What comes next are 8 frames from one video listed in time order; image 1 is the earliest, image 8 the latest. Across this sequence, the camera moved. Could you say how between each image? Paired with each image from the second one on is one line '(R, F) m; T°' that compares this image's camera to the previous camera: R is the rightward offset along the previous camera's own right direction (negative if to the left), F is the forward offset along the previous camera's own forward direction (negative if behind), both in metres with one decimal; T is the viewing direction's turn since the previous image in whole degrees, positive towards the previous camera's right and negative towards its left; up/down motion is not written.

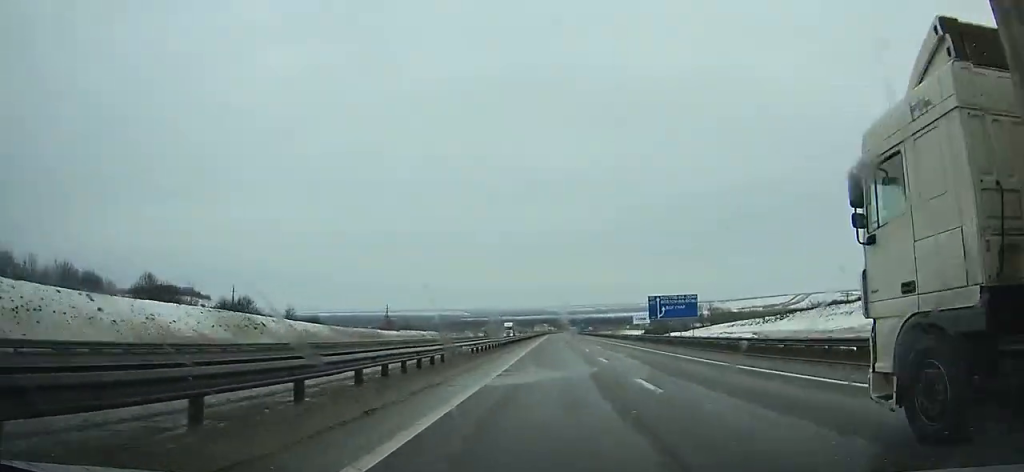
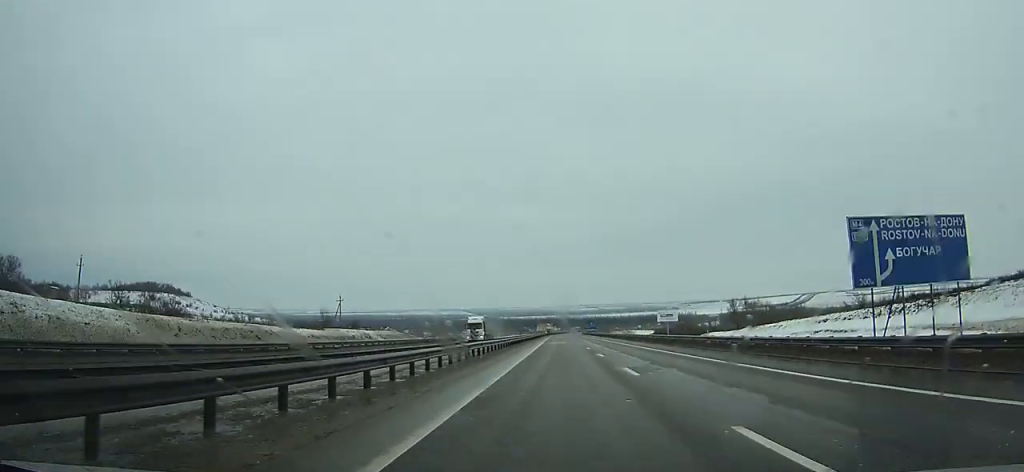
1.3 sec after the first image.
(-0.1, +42.3) m; 0°
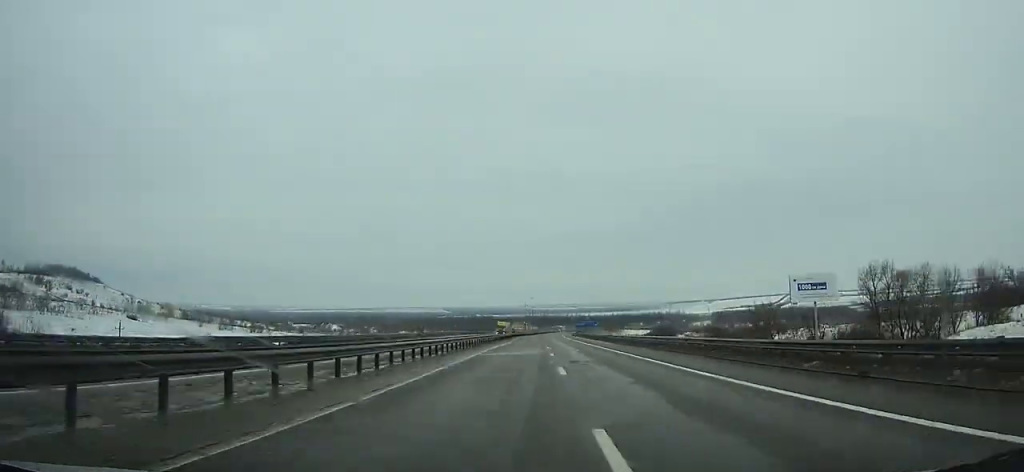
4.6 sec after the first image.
(+1.0, +106.4) m; +1°
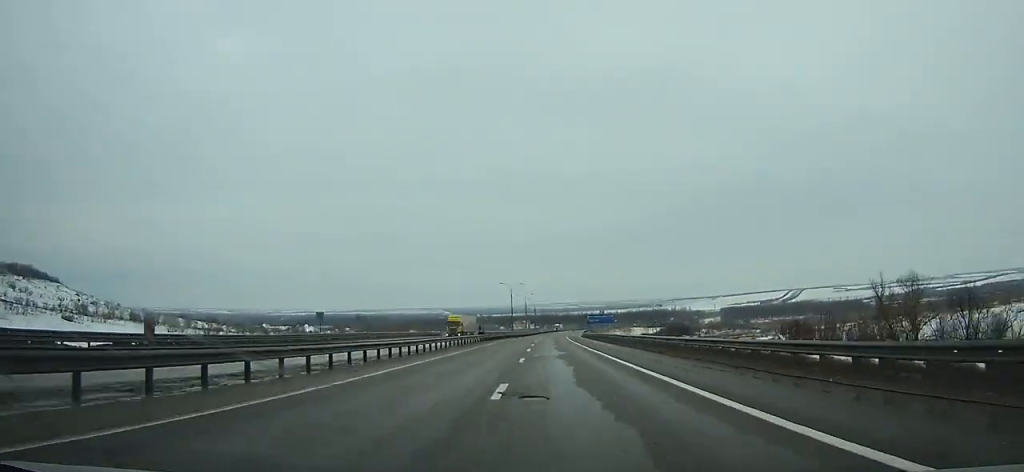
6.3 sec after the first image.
(+0.1, +53.8) m; 0°
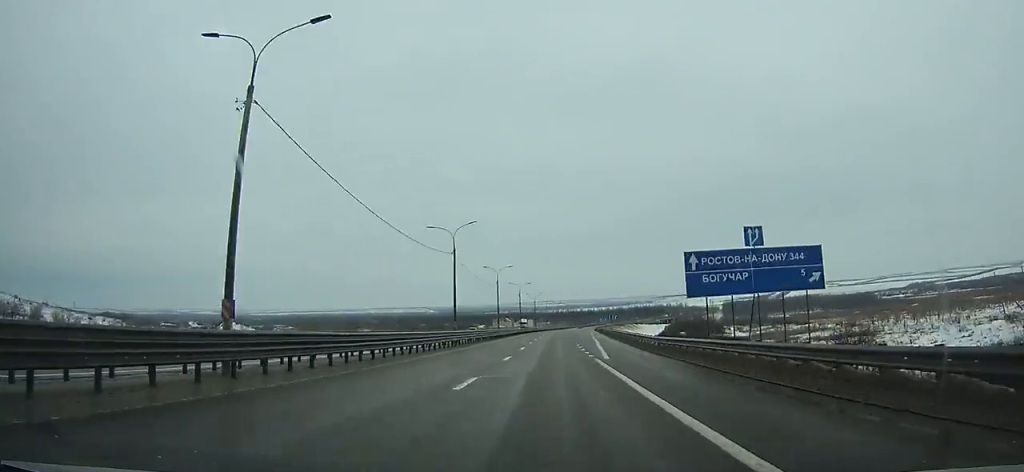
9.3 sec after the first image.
(+0.6, +93.6) m; +1°
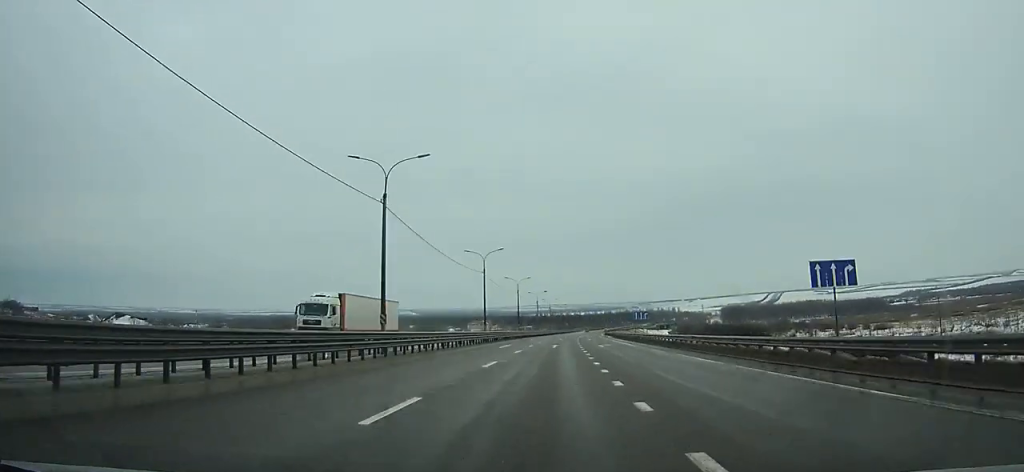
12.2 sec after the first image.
(+1.3, +88.5) m; +2°
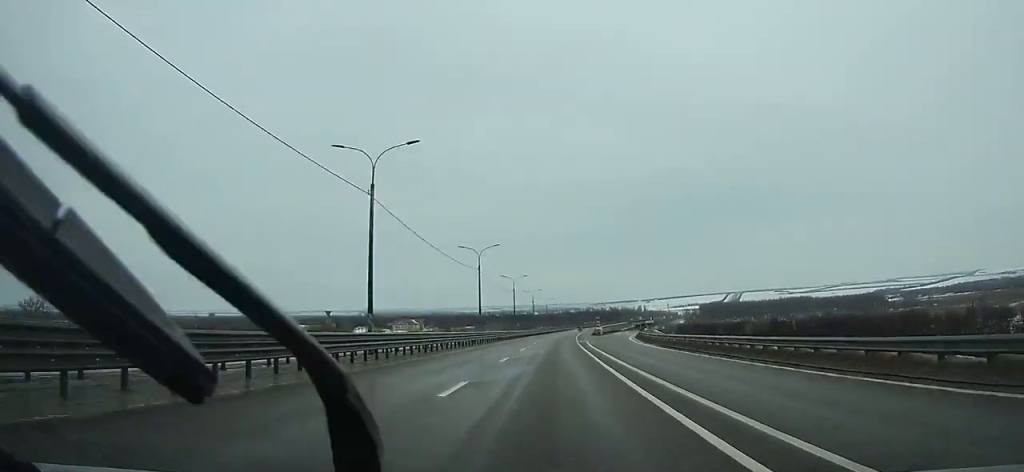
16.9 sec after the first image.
(+4.8, +140.1) m; +4°
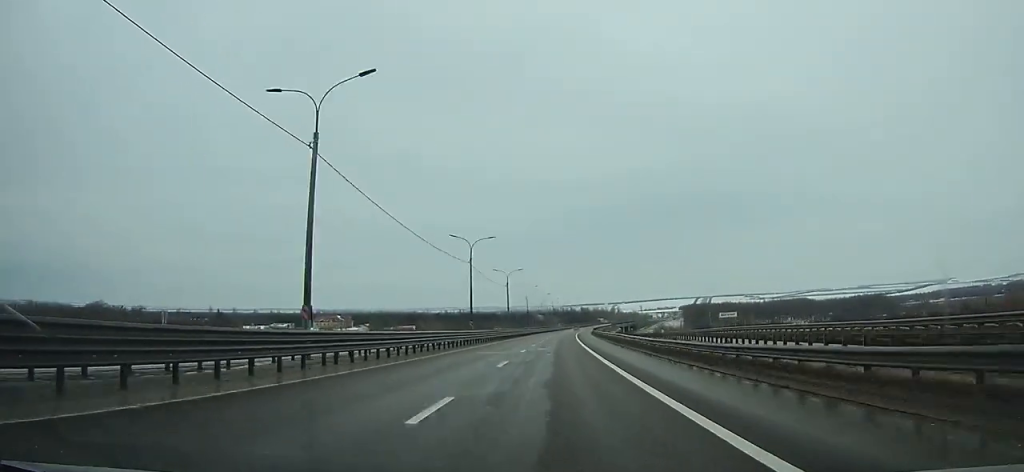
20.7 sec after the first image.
(+3.2, +111.7) m; +3°
